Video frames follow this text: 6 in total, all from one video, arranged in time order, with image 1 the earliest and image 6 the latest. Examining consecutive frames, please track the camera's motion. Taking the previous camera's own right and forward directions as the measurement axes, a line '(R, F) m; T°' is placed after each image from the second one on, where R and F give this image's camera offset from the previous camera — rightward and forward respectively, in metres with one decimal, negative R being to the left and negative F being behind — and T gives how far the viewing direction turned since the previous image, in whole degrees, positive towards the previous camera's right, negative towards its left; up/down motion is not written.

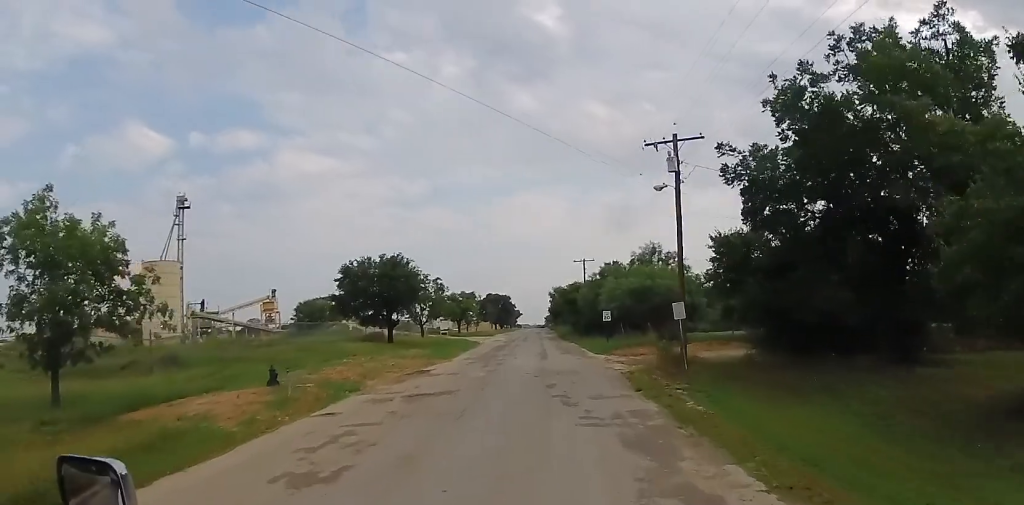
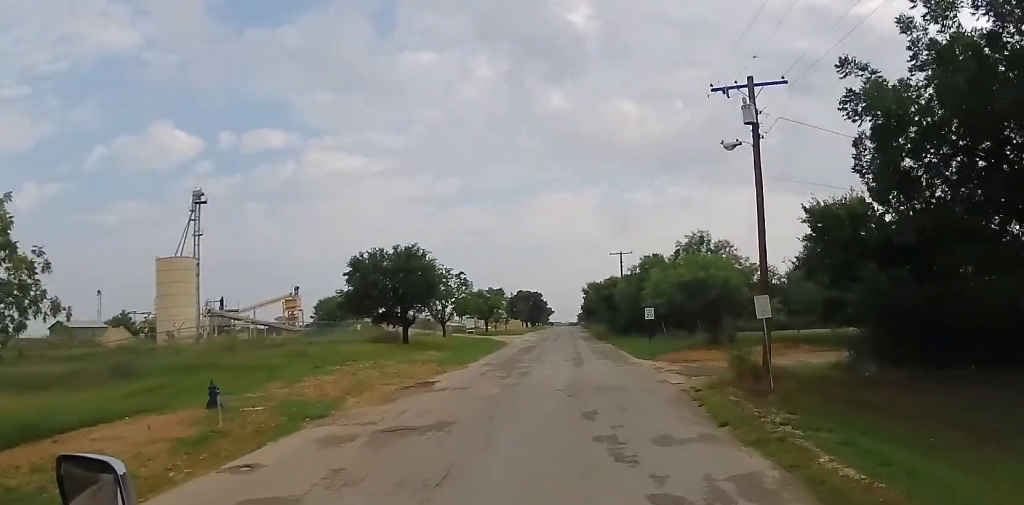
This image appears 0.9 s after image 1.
(0.0, +6.2) m; -2°
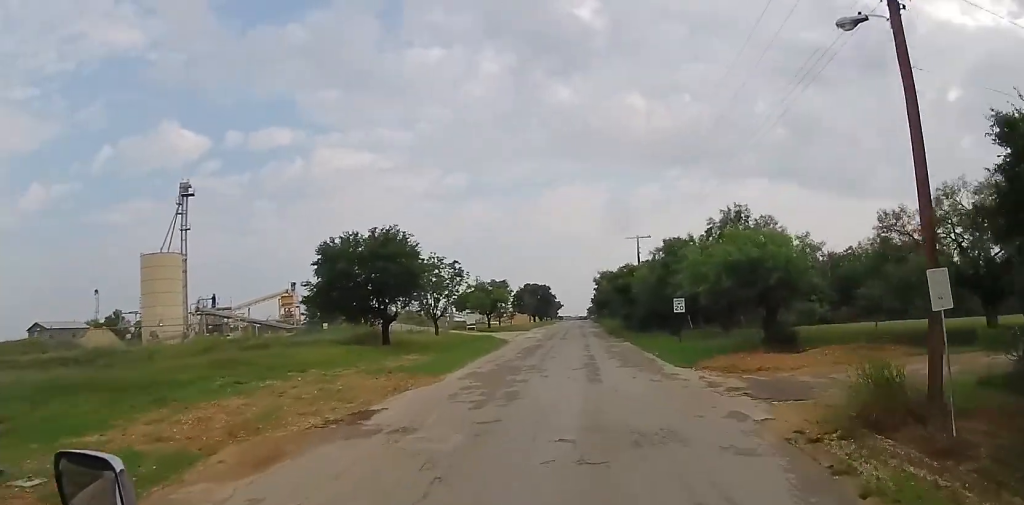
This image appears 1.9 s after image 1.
(-0.3, +8.5) m; -2°
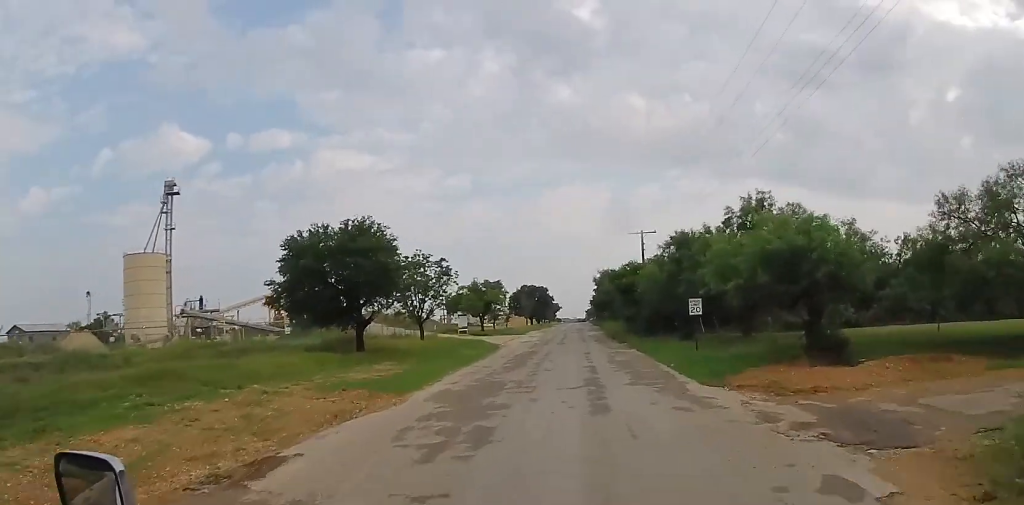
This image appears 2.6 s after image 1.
(0.0, +5.6) m; 0°
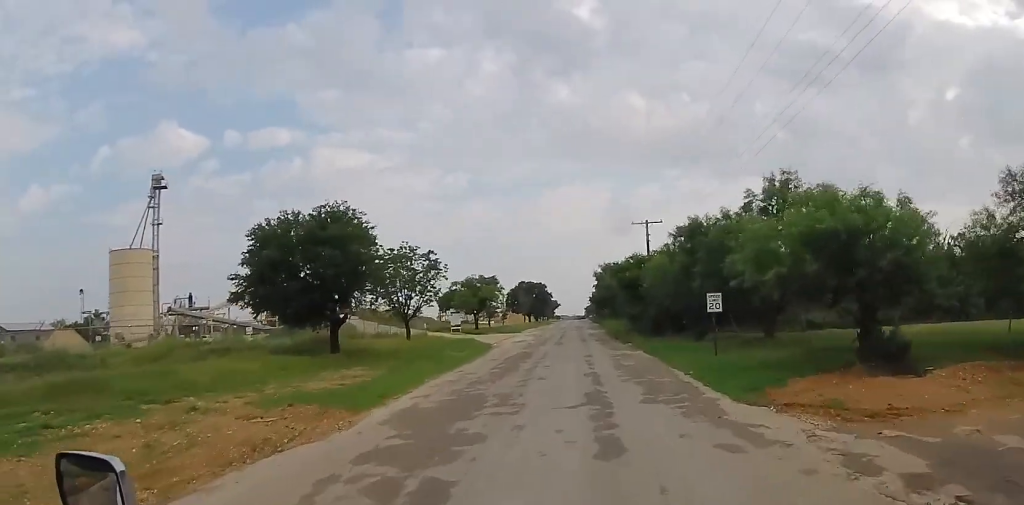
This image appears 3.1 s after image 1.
(0.0, +4.5) m; 0°
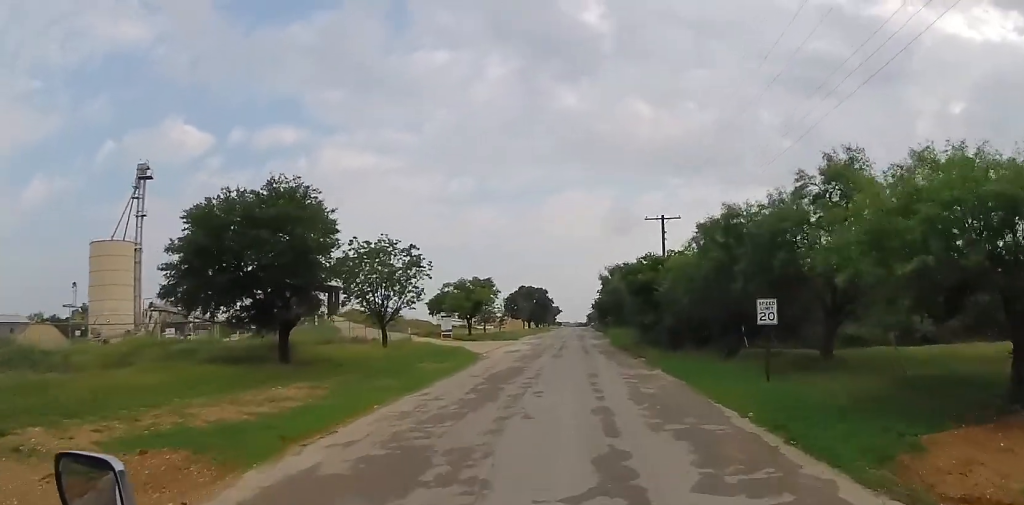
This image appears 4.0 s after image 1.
(0.0, +7.1) m; 0°
